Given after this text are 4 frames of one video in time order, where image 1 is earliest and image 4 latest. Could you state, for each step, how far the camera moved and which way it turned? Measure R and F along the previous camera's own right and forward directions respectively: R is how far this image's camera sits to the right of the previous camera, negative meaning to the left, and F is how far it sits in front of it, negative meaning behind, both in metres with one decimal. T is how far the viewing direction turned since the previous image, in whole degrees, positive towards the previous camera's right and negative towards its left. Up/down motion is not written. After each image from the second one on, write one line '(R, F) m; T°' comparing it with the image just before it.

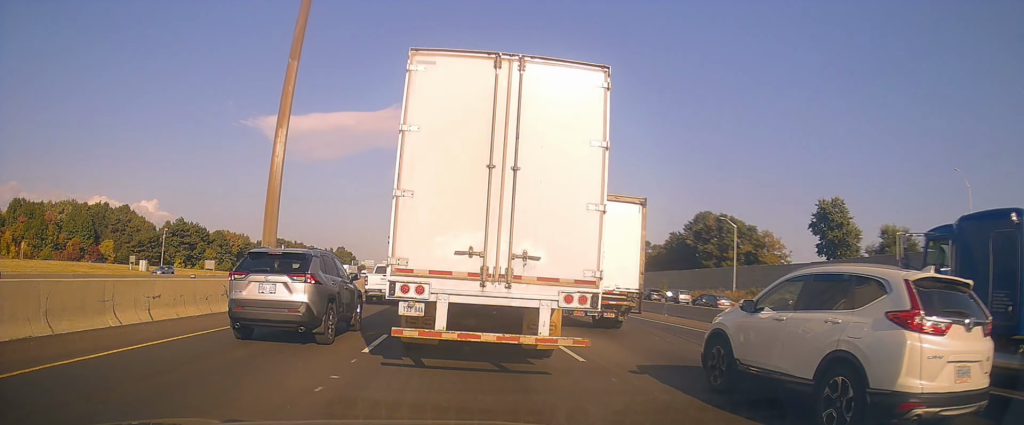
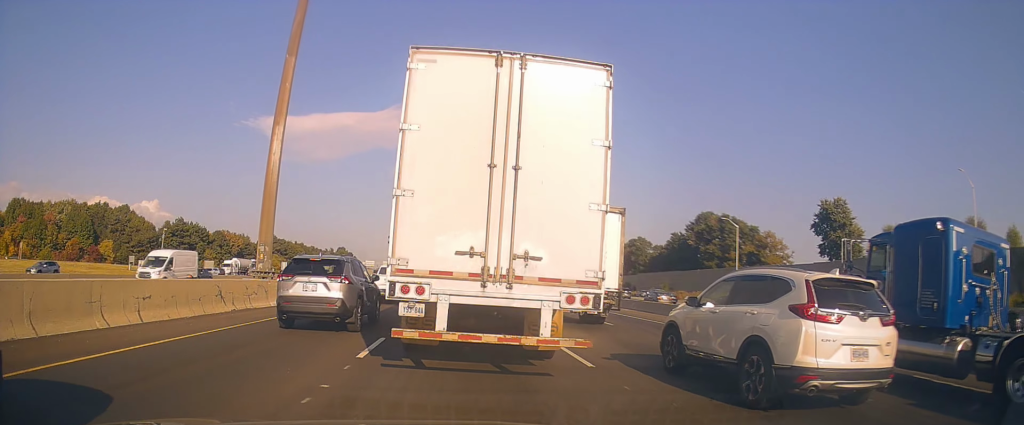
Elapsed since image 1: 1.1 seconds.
(-0.4, +0.7) m; 0°
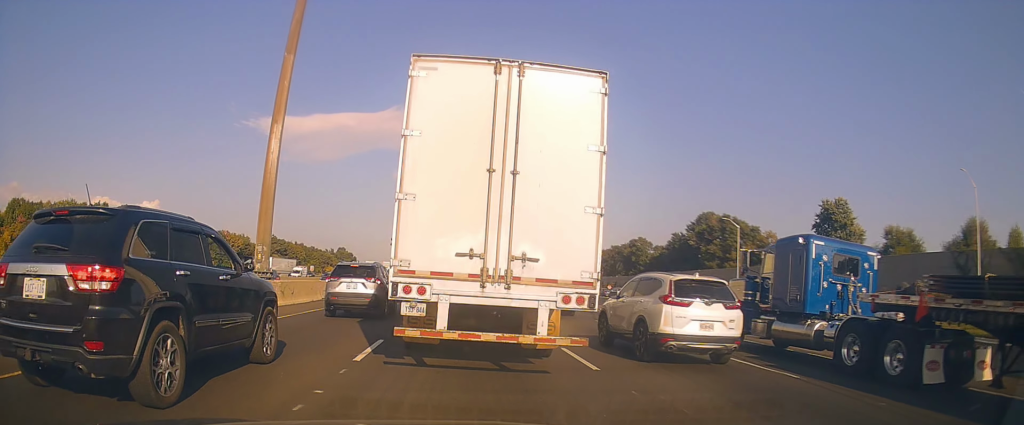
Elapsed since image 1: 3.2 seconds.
(+0.1, +0.5) m; 0°
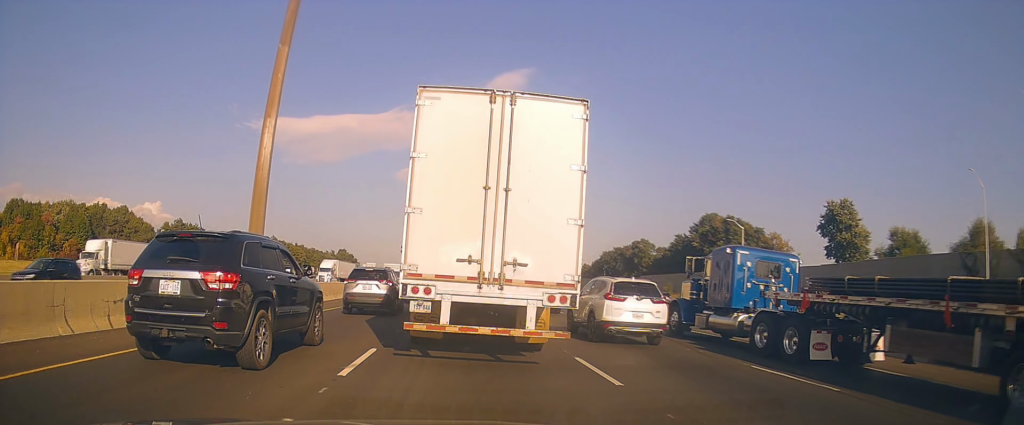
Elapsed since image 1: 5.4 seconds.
(+0.2, +0.9) m; 0°
